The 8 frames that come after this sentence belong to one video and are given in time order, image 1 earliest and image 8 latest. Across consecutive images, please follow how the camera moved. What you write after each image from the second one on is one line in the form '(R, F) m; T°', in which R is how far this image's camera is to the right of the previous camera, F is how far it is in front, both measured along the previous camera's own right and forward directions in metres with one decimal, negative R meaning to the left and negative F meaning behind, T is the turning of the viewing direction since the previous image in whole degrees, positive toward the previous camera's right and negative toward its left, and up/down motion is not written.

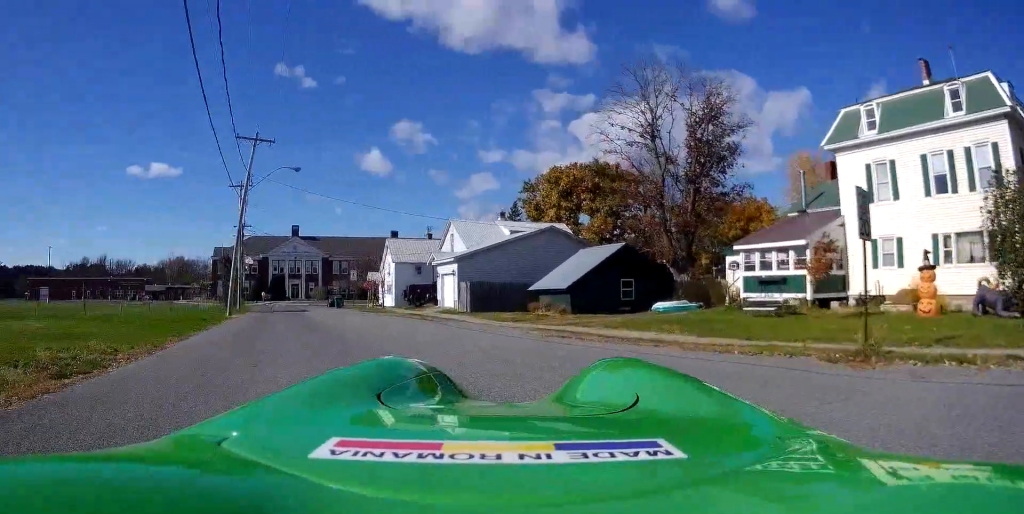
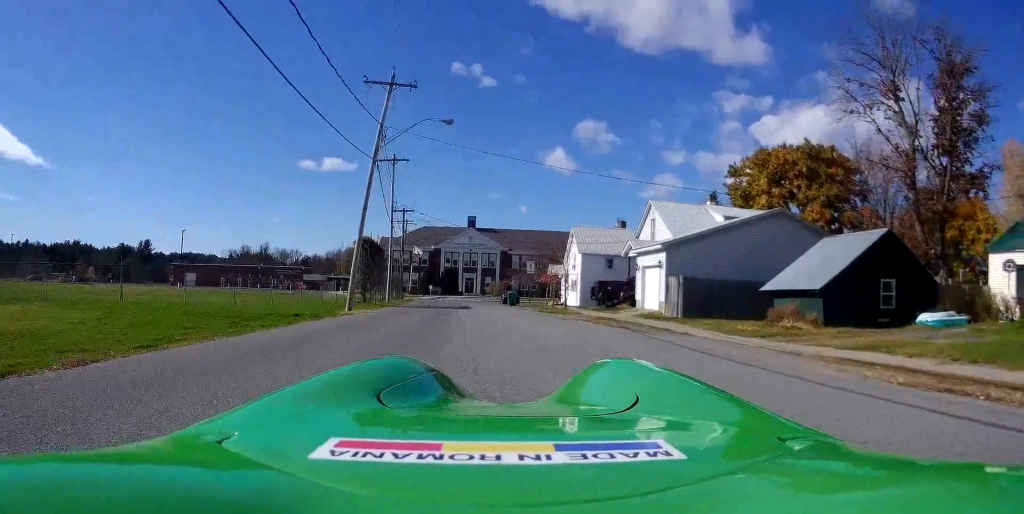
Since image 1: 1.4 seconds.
(-2.4, +8.0) m; -27°
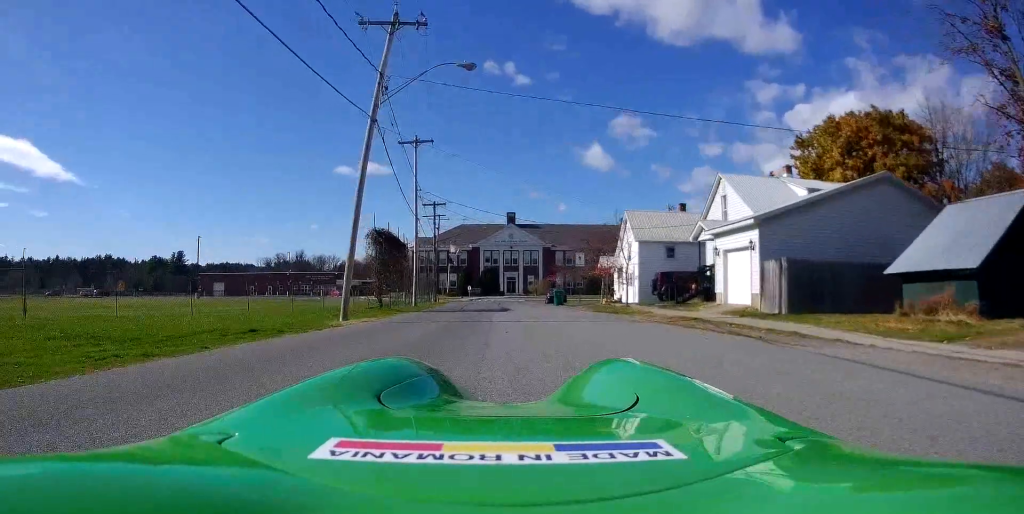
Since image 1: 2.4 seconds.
(-0.3, +6.6) m; +1°
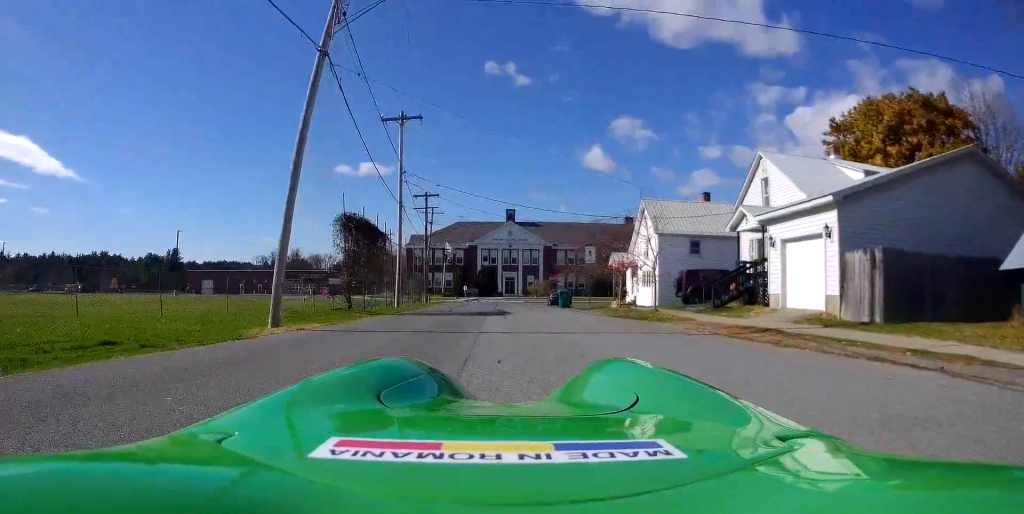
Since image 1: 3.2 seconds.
(+0.3, +5.7) m; 0°
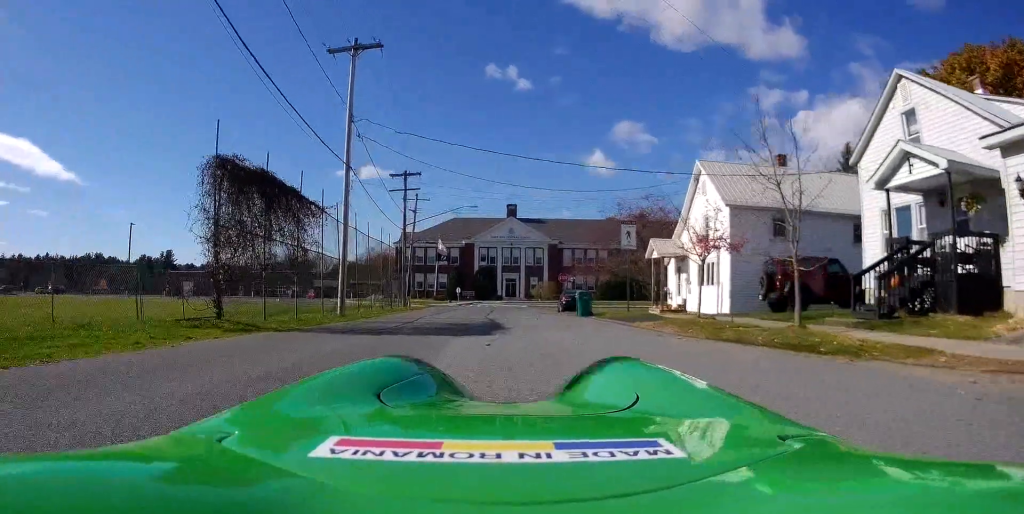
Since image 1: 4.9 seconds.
(-0.5, +11.2) m; -4°
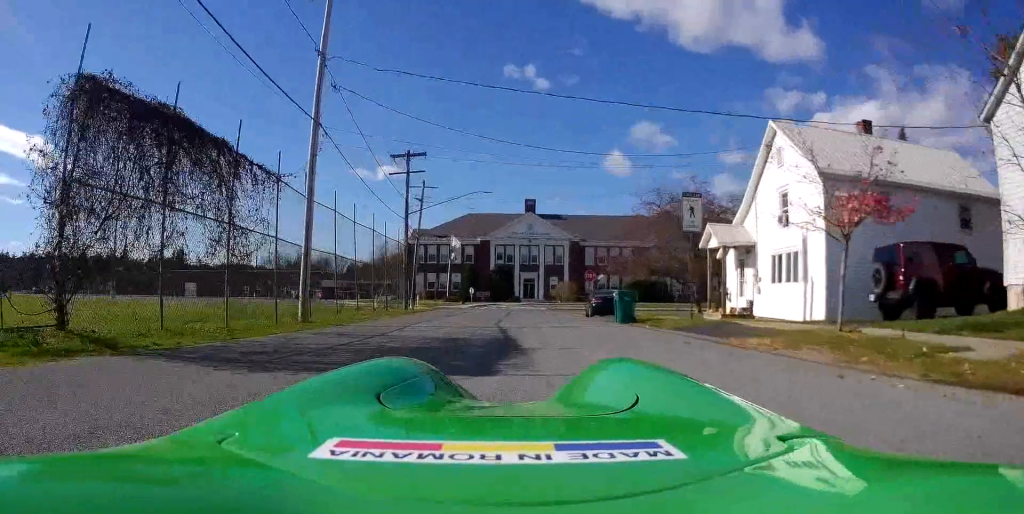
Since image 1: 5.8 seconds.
(0.0, +6.1) m; -1°
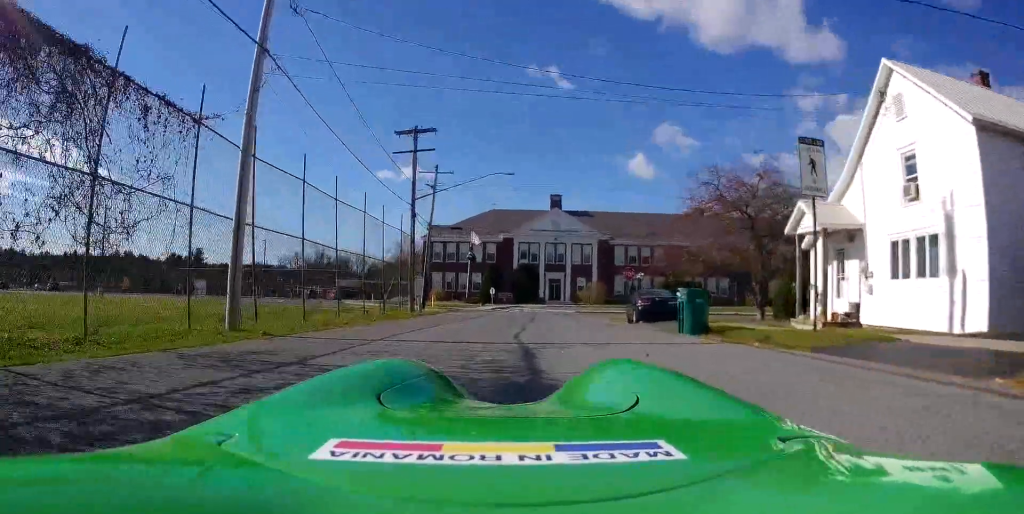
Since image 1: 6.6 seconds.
(+0.1, +5.8) m; -3°
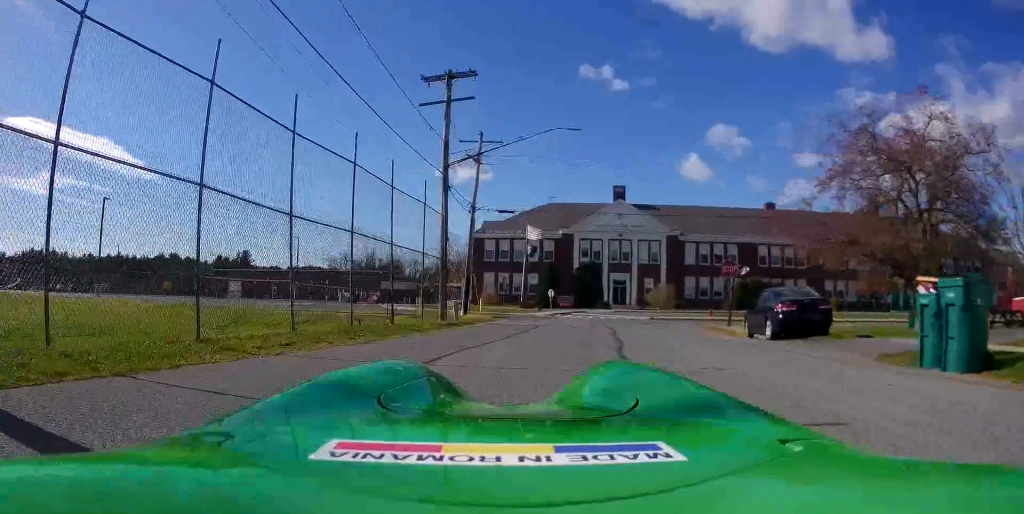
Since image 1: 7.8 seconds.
(-0.4, +8.4) m; +1°
